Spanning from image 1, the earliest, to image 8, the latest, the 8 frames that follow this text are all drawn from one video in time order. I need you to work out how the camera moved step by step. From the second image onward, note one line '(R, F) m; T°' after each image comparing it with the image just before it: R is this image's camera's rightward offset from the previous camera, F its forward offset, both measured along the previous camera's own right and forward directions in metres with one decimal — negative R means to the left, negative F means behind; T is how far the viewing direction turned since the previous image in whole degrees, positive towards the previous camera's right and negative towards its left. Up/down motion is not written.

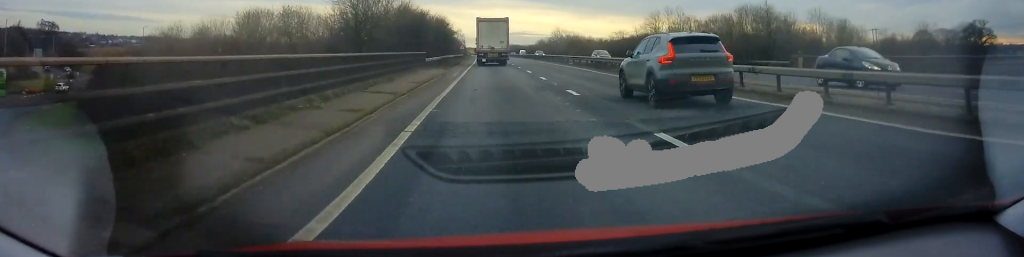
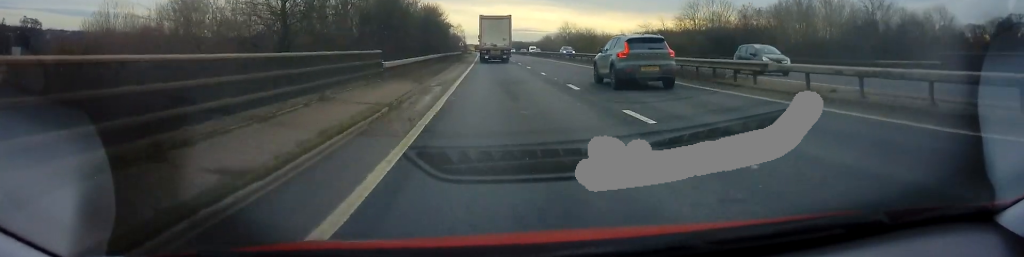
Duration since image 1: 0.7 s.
(+0.1, +15.8) m; 0°
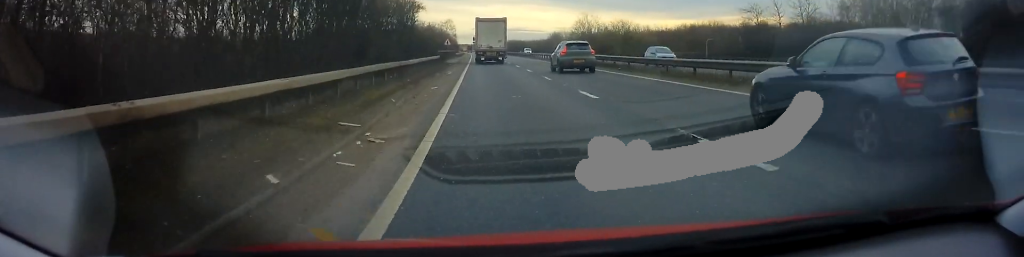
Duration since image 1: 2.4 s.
(-0.3, +39.9) m; 0°
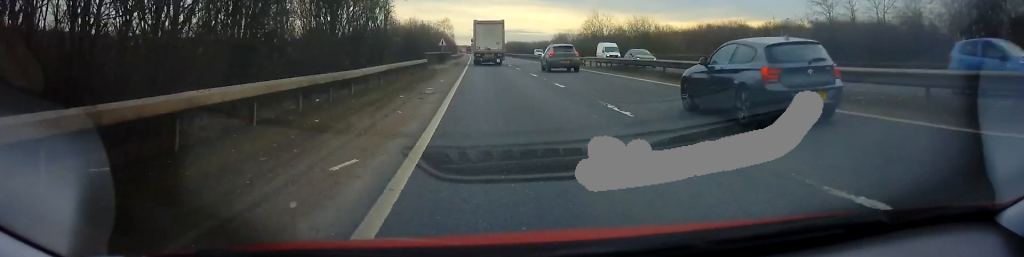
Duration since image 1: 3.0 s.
(0.0, +12.9) m; 0°
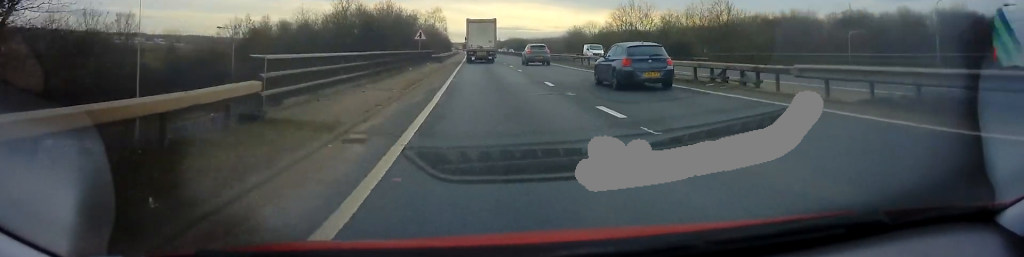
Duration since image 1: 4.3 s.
(-0.2, +27.0) m; 0°
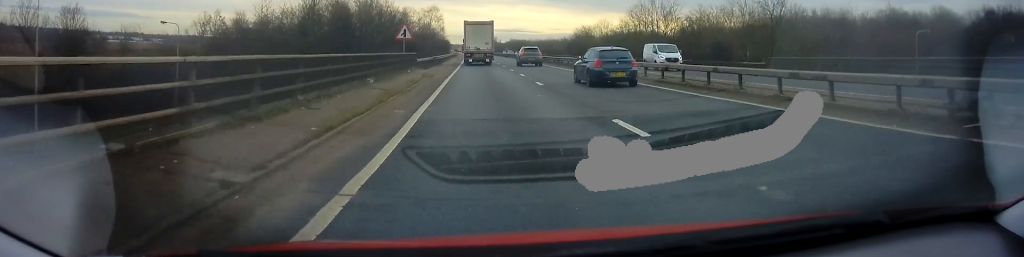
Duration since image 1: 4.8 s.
(-0.1, +10.6) m; +1°
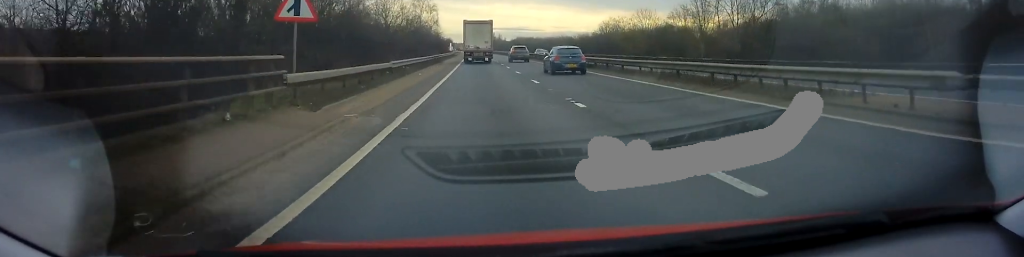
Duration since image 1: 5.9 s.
(+0.4, +24.4) m; 0°
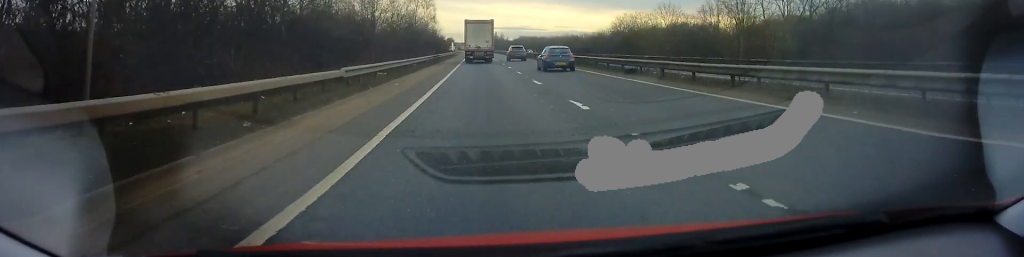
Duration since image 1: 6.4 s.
(-0.3, +9.4) m; 0°
